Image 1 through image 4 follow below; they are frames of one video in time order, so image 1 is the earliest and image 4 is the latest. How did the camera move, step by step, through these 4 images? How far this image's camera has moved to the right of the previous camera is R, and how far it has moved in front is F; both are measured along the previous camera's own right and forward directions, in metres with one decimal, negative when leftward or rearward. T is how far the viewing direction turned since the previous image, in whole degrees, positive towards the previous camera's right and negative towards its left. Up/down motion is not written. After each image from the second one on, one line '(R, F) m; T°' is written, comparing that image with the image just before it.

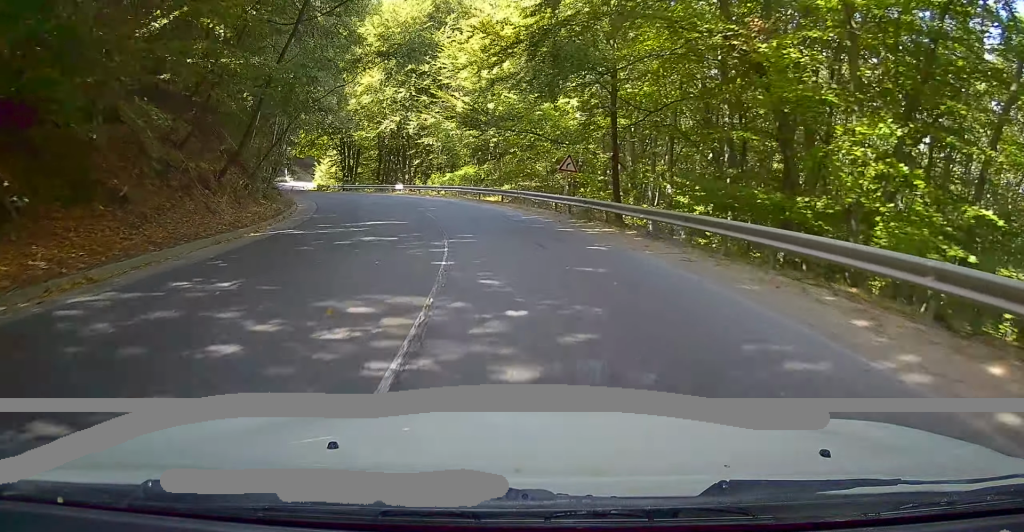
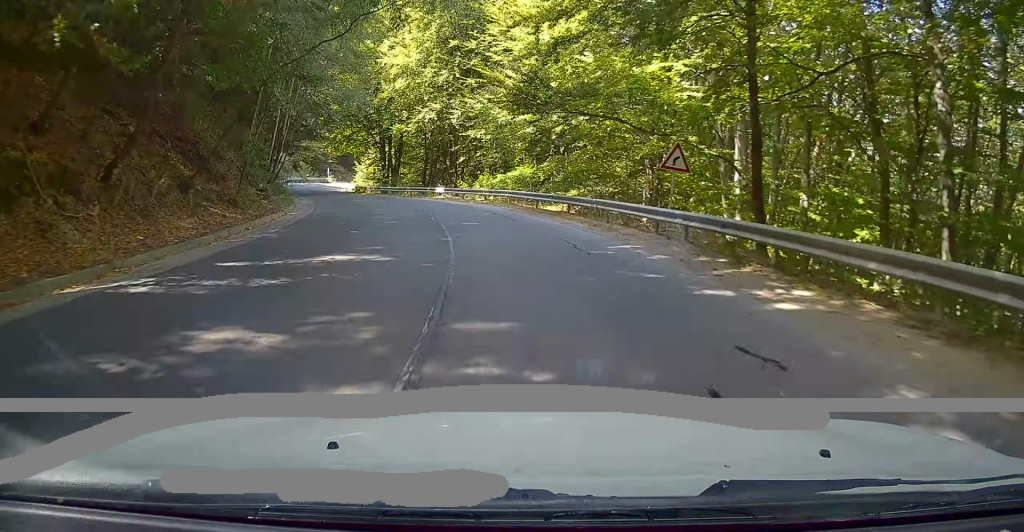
(-0.7, +9.7) m; -7°
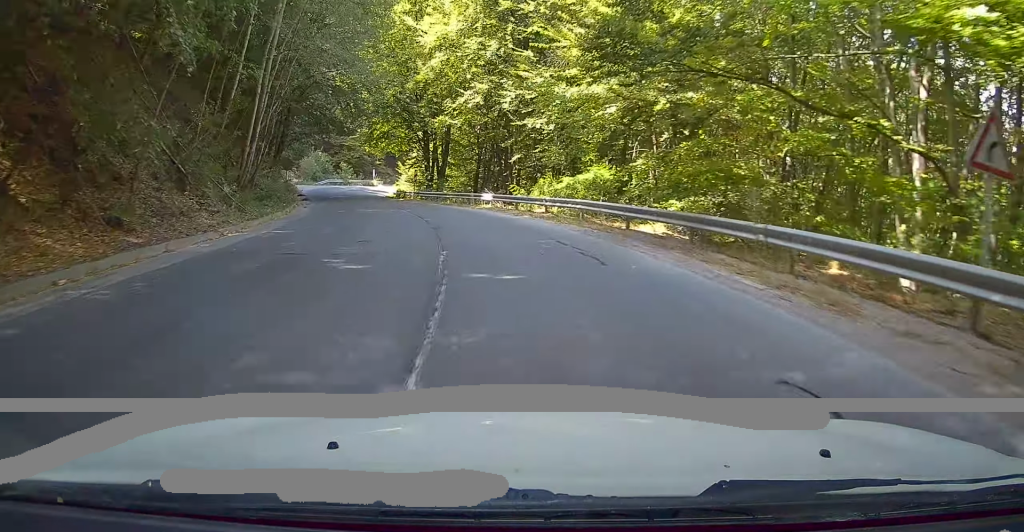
(-0.8, +10.3) m; -7°
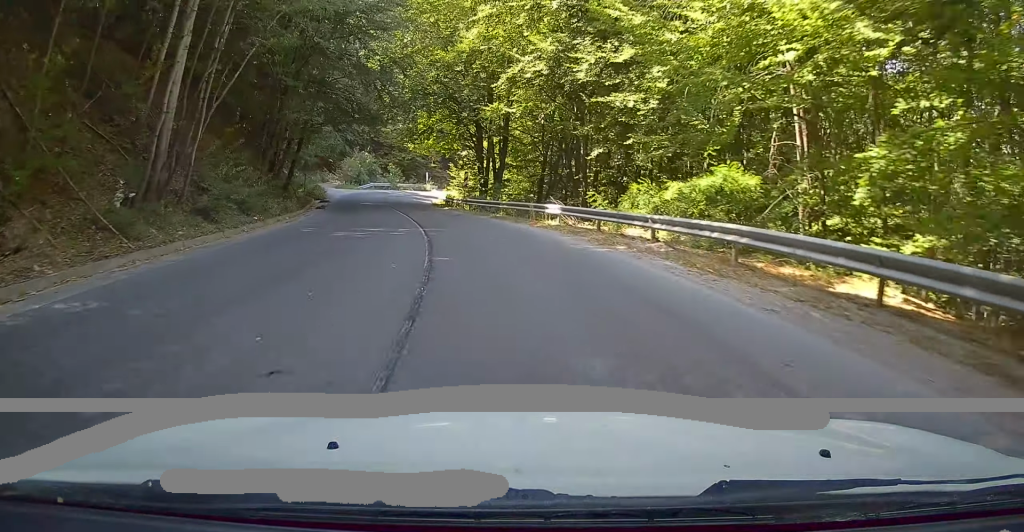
(-0.2, +10.3) m; -5°
